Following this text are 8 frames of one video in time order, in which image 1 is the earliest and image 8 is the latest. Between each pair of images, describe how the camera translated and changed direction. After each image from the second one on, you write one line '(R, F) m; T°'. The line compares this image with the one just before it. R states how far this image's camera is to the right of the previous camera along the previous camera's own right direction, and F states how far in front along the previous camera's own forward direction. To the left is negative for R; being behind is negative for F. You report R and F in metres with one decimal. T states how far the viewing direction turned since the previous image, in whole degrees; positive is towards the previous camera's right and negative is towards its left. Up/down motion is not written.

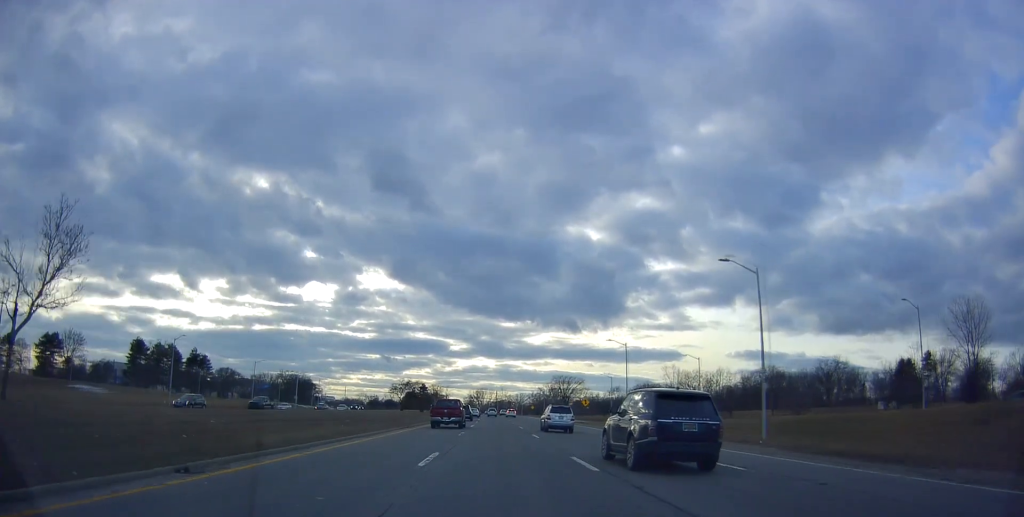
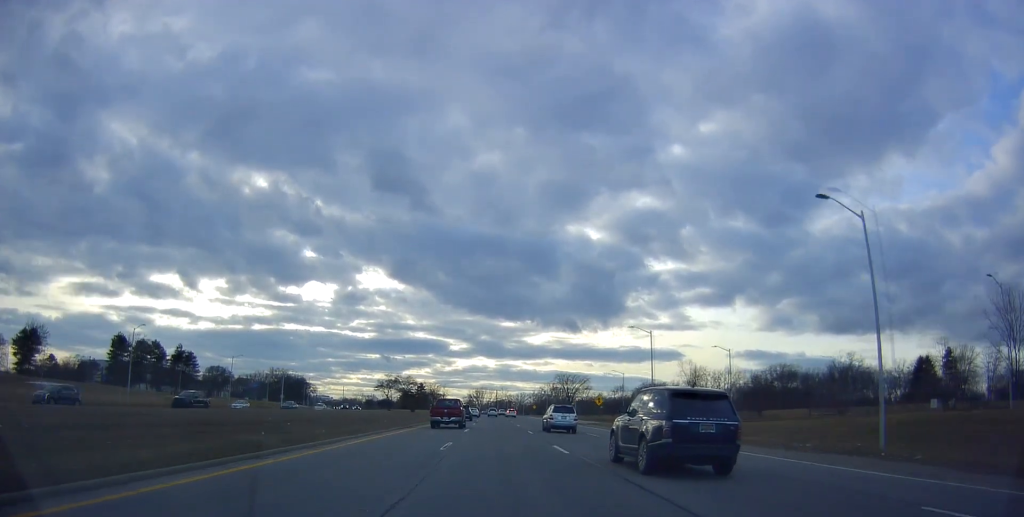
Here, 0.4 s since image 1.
(-0.1, +10.5) m; 0°
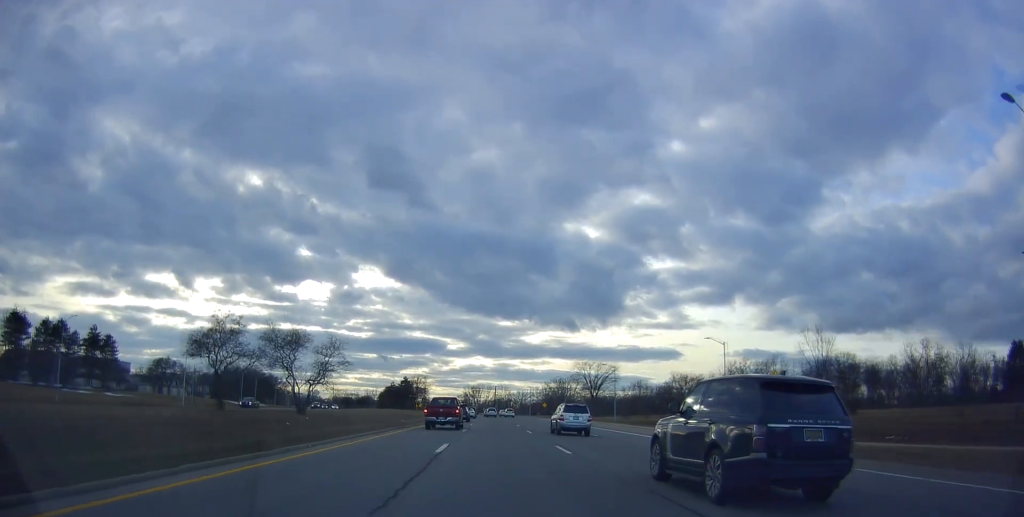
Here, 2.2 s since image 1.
(-0.5, +47.0) m; 0°
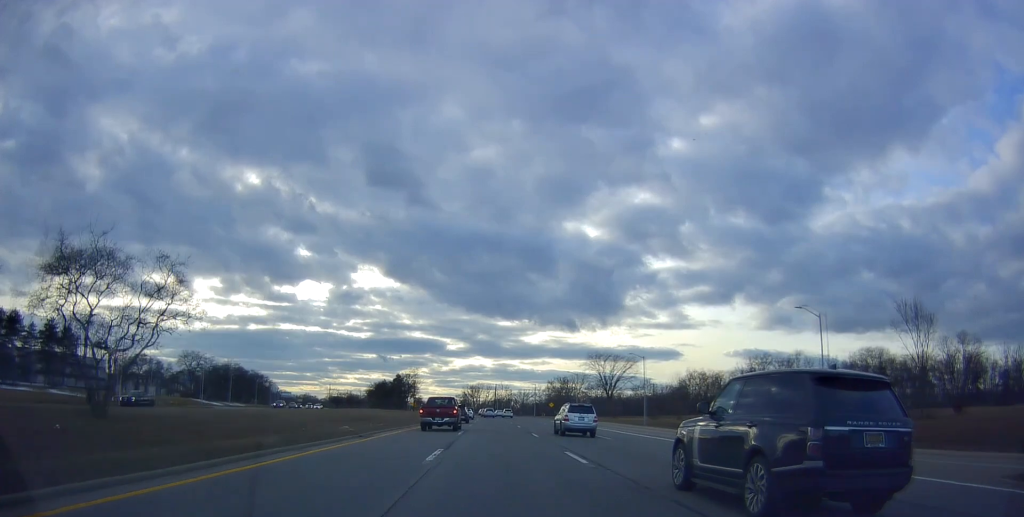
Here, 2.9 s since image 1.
(+0.4, +19.0) m; +1°
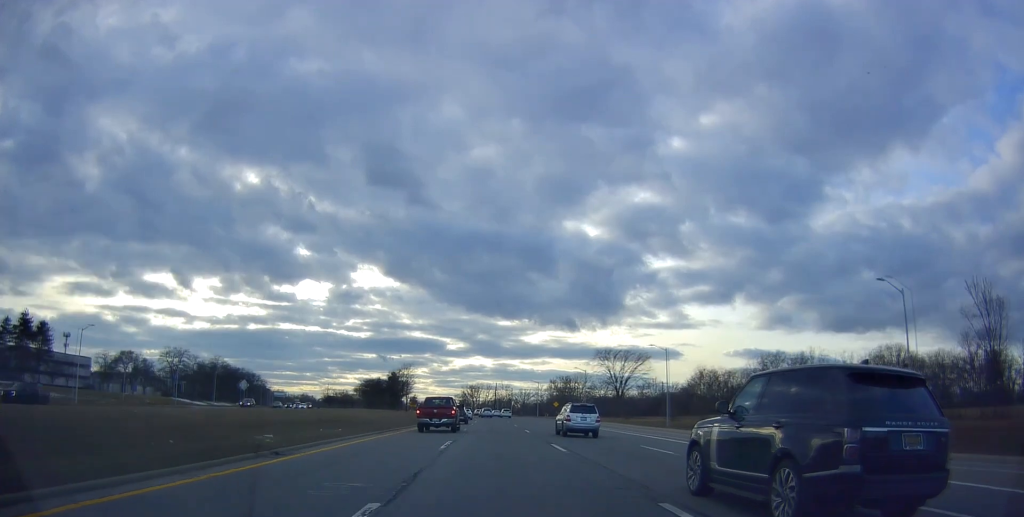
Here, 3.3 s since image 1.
(0.0, +10.2) m; 0°
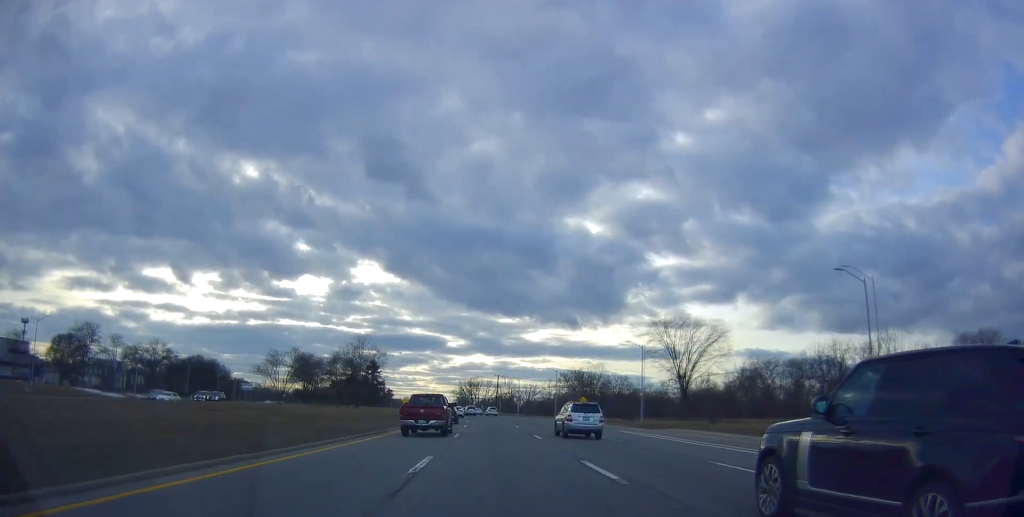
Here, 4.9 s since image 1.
(-0.7, +39.2) m; -1°
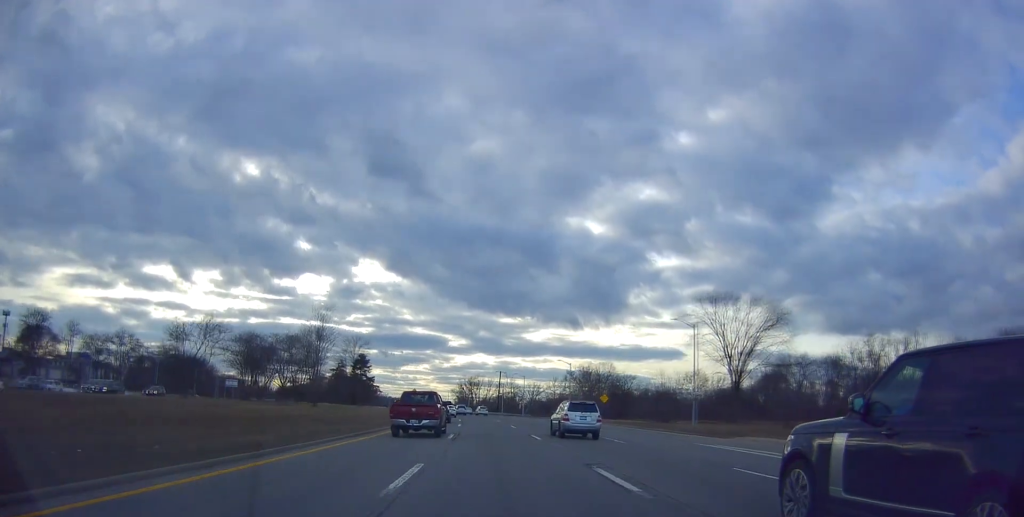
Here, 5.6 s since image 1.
(+0.2, +17.1) m; 0°
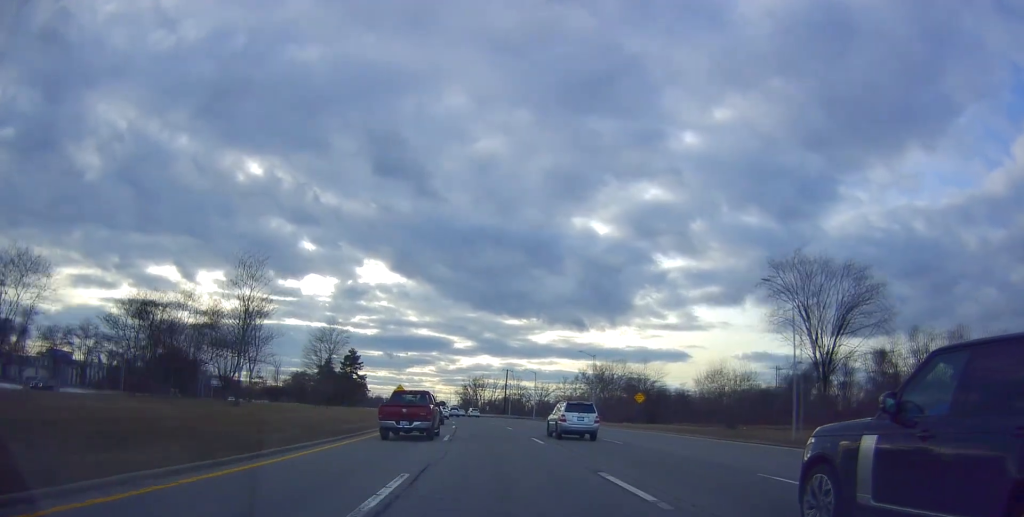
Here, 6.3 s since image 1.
(+0.1, +16.9) m; -1°
